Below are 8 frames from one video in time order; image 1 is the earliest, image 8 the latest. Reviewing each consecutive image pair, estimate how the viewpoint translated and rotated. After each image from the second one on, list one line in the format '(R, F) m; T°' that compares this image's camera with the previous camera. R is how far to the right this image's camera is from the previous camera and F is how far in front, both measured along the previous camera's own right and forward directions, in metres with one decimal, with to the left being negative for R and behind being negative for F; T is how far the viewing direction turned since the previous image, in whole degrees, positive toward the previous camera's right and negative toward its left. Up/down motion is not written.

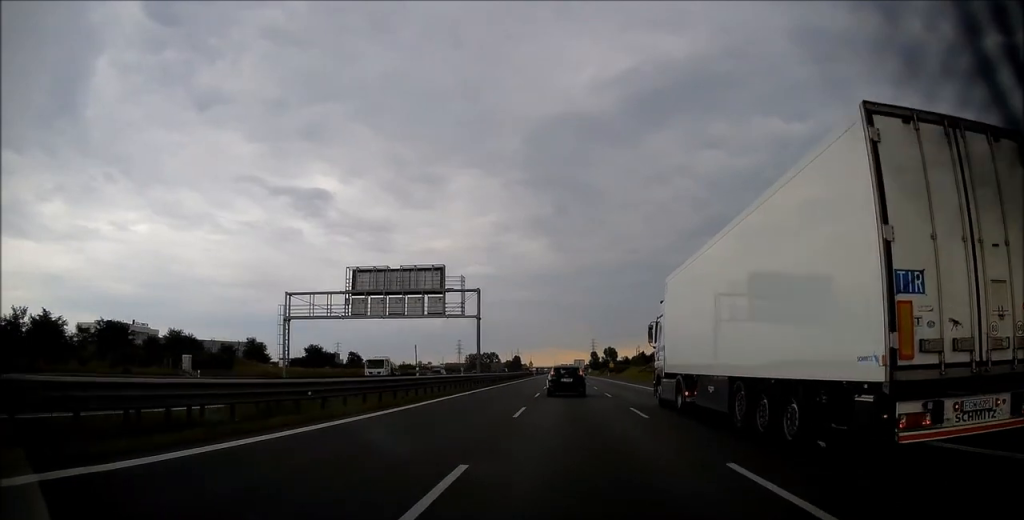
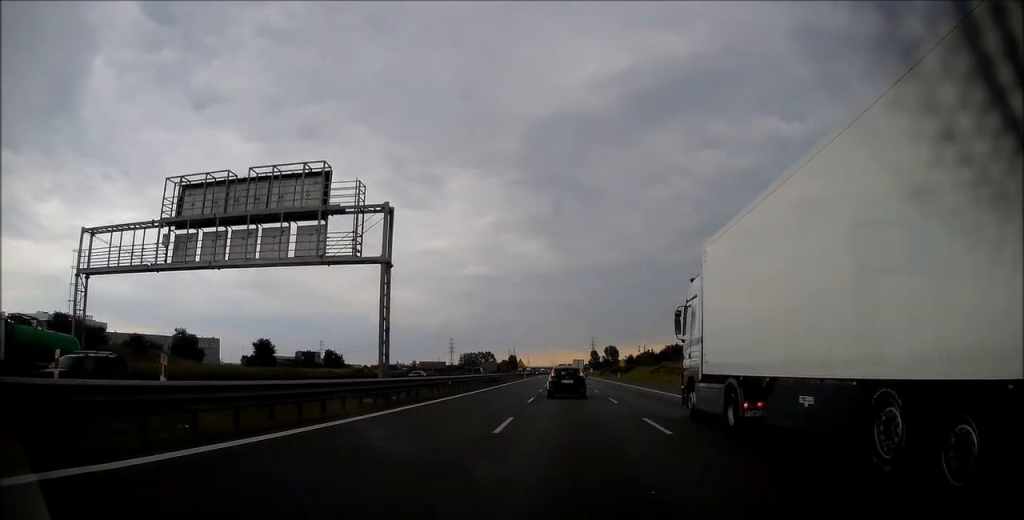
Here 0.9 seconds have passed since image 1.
(+0.3, +28.1) m; 0°
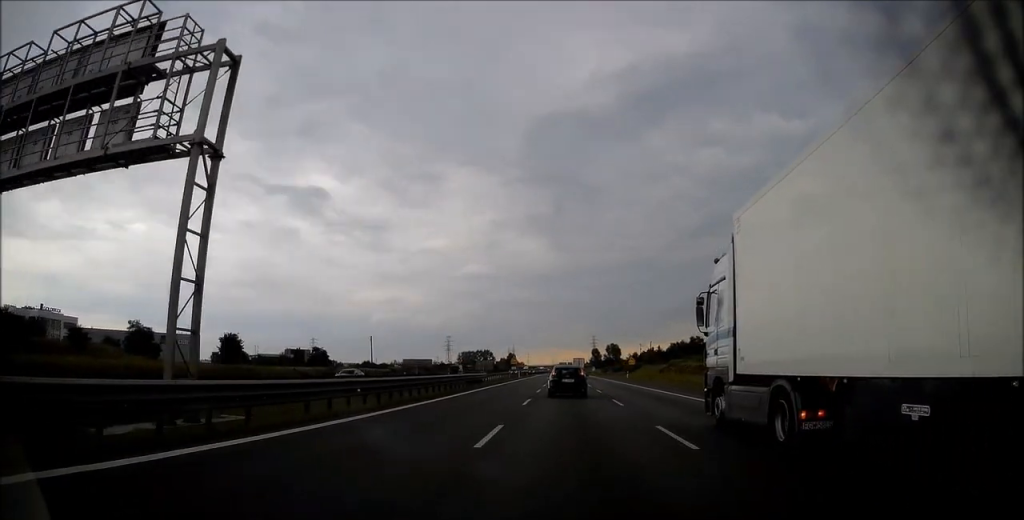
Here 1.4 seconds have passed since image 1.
(0.0, +14.5) m; 0°
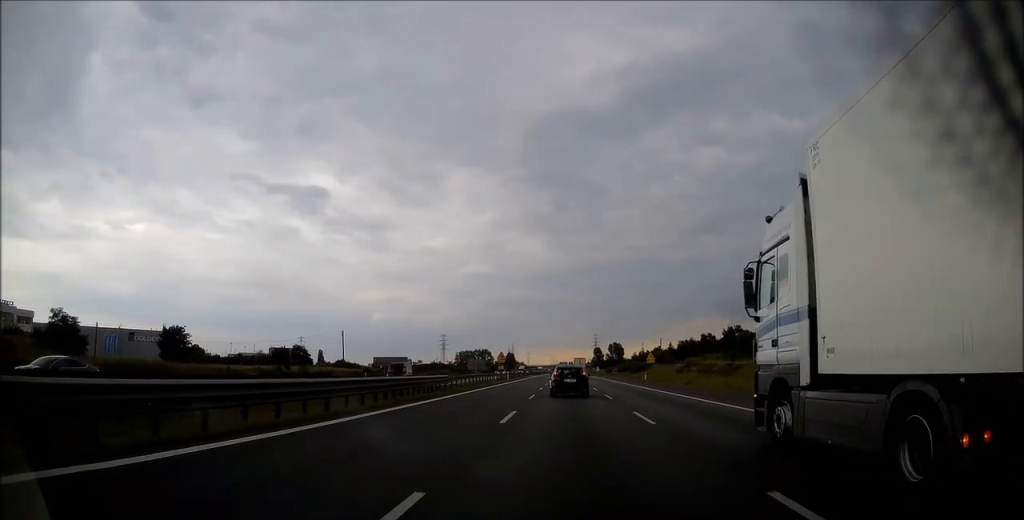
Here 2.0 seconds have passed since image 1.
(-0.2, +19.7) m; -1°
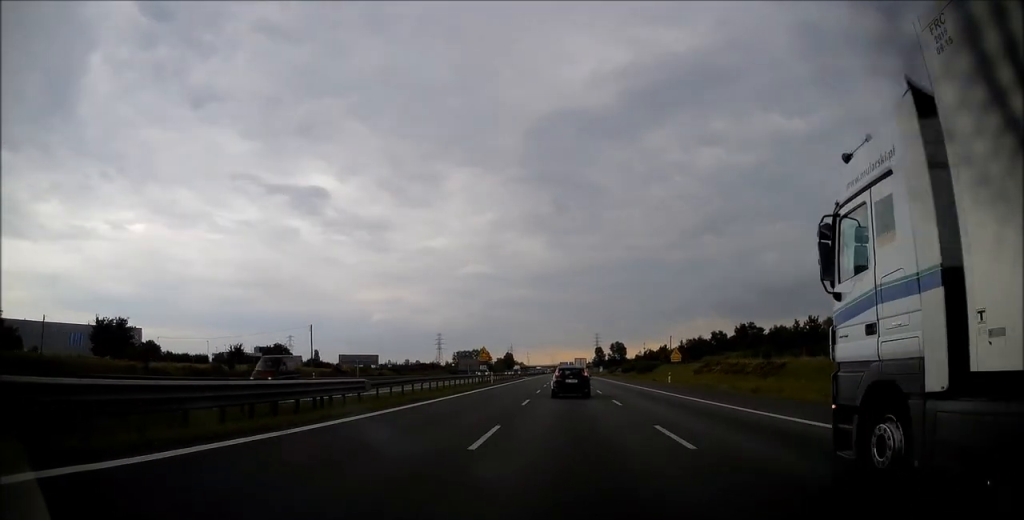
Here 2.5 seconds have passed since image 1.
(0.0, +16.5) m; 0°
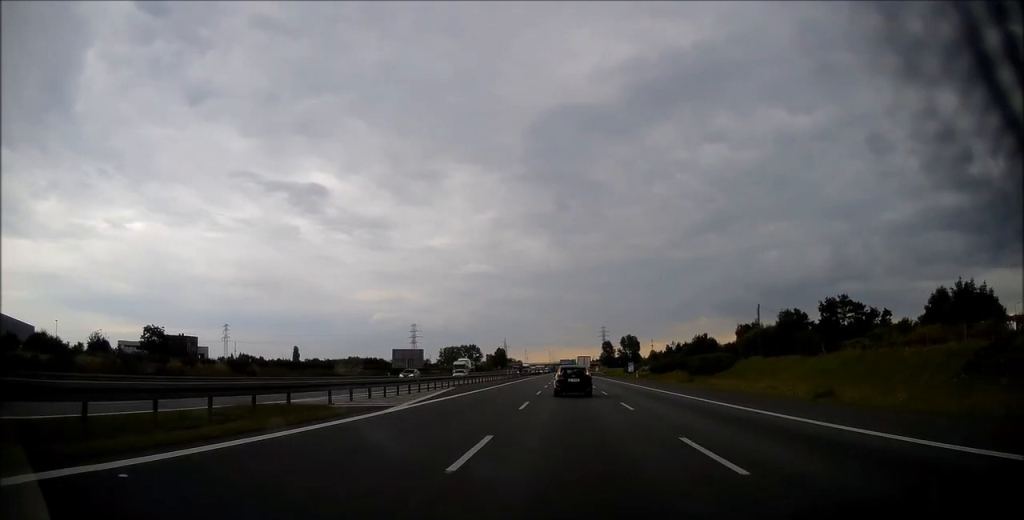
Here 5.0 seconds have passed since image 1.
(0.0, +75.1) m; 0°
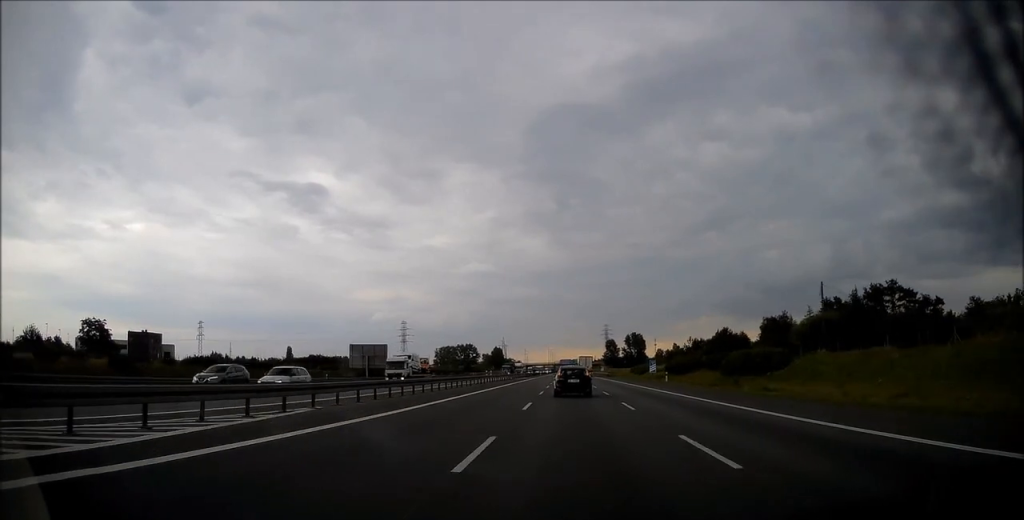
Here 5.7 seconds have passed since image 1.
(0.0, +23.6) m; 0°
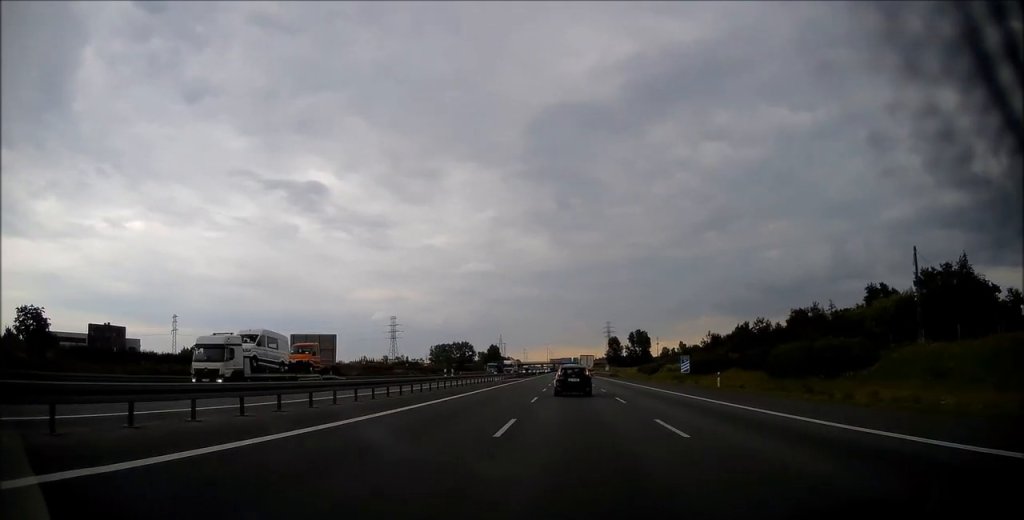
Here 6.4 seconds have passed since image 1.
(0.0, +20.5) m; 0°
